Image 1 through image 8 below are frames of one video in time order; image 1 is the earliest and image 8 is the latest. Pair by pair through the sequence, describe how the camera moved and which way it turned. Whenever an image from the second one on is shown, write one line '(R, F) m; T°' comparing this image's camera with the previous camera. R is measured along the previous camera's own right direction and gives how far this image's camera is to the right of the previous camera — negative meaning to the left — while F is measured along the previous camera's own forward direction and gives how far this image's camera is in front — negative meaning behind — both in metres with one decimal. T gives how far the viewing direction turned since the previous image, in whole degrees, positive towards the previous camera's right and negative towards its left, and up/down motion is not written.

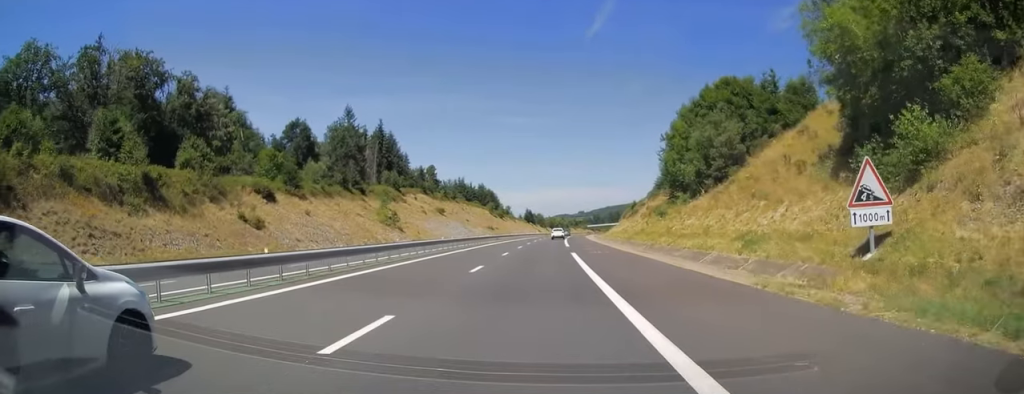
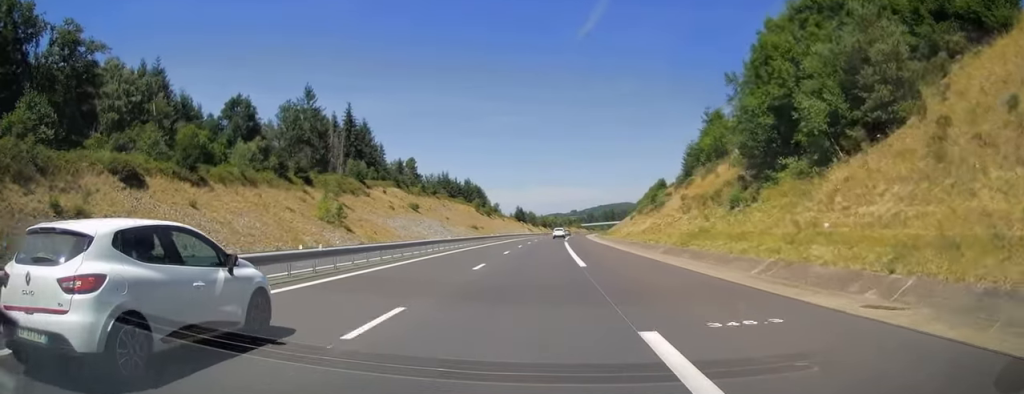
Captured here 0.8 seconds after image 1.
(+0.2, +25.2) m; +1°
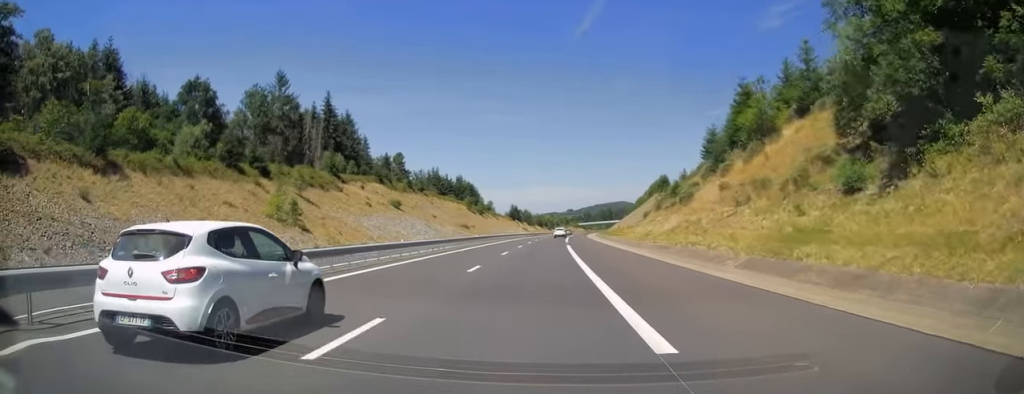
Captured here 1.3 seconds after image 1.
(0.0, +14.3) m; 0°
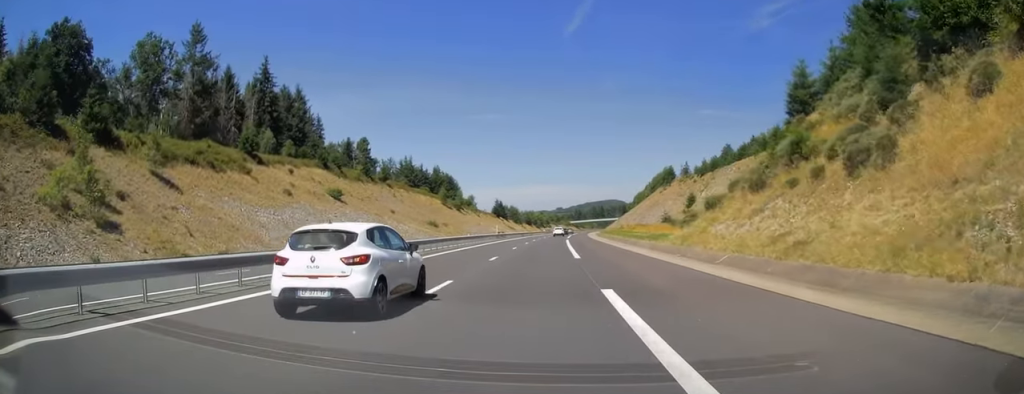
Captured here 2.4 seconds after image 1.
(+0.3, +32.7) m; +1°
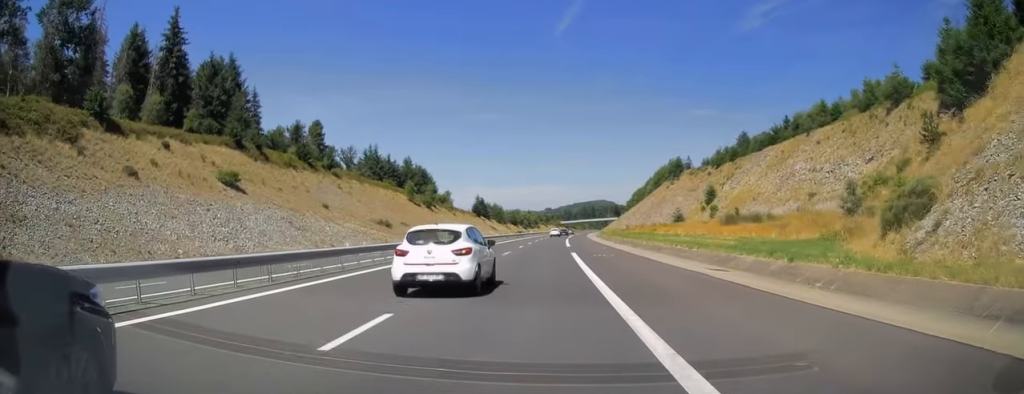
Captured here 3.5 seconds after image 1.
(+0.2, +32.2) m; +1°
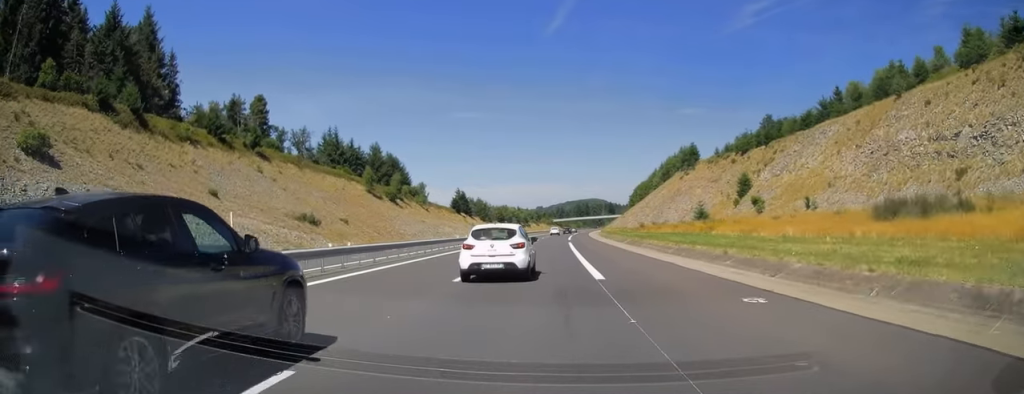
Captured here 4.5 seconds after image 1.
(+0.2, +30.2) m; +1°
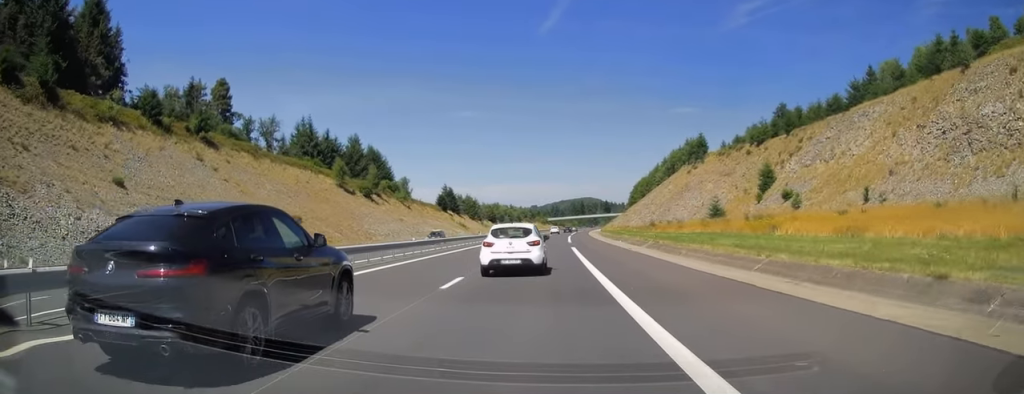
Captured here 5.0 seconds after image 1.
(+0.1, +14.9) m; 0°
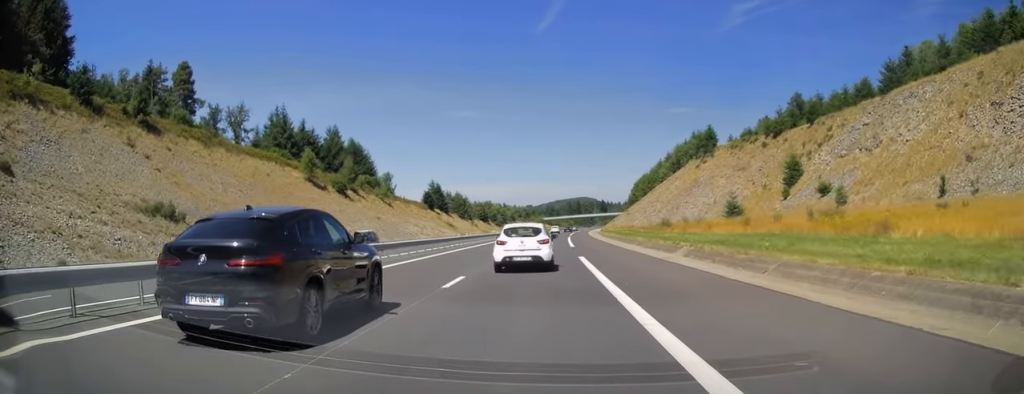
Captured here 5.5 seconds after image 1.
(0.0, +12.9) m; 0°
